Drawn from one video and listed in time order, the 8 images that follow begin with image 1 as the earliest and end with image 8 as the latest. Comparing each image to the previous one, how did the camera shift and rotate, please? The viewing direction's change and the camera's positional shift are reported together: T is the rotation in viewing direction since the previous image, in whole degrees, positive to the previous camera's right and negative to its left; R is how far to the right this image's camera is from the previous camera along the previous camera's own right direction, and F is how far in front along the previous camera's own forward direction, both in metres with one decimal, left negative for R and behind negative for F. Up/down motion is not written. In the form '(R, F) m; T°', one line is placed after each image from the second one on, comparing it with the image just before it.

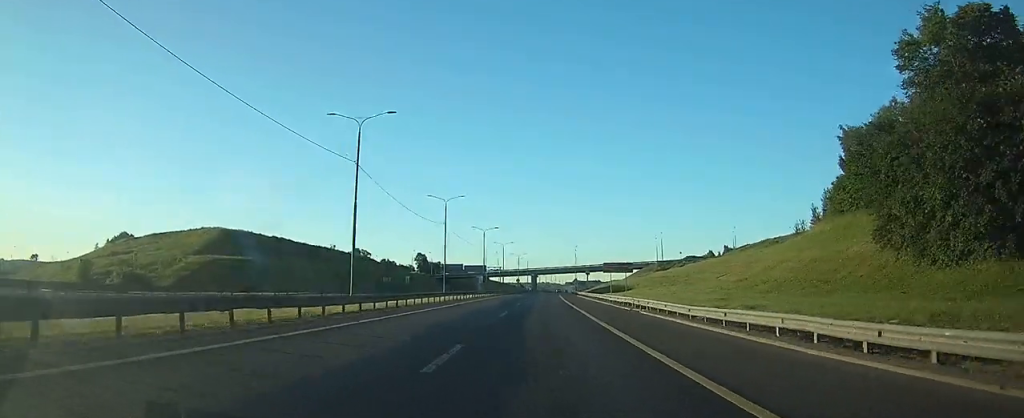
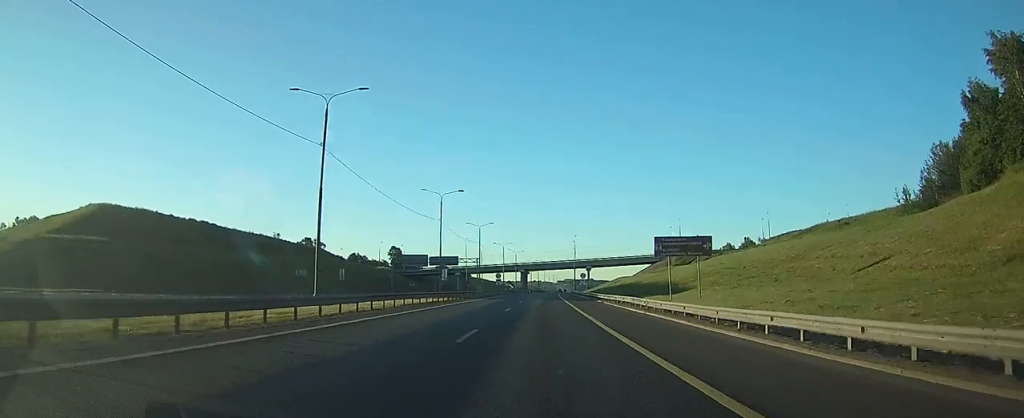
(+0.5, +43.1) m; +1°
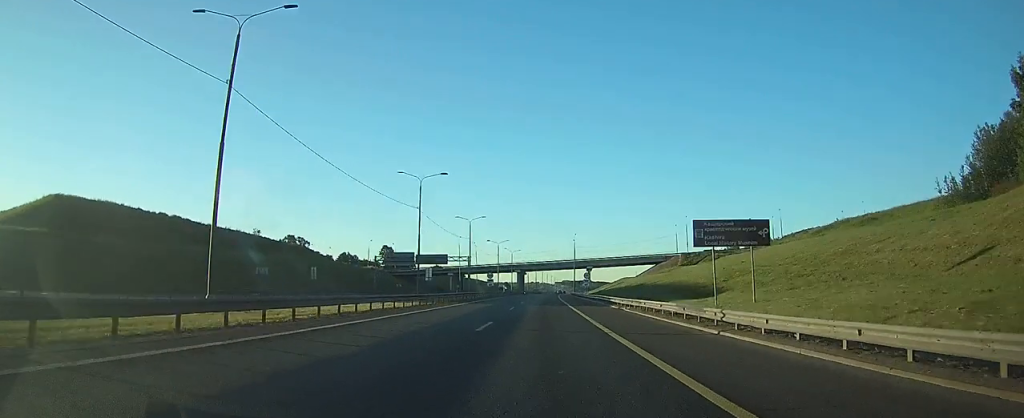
(0.0, +11.7) m; 0°
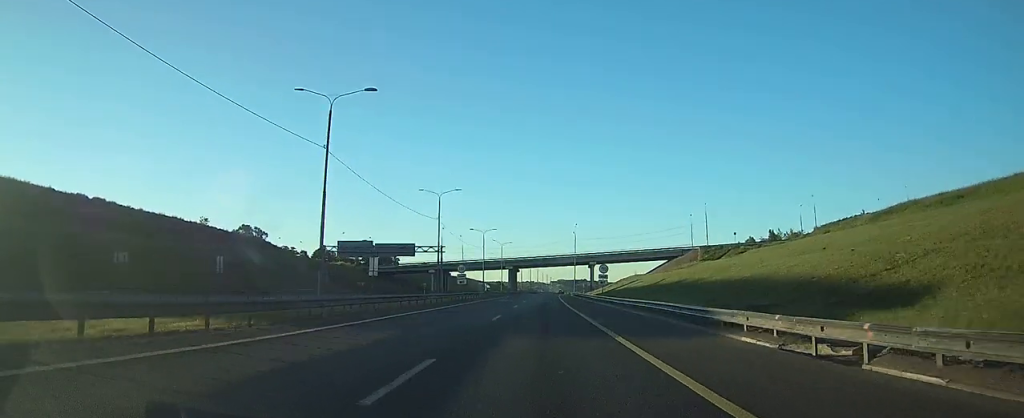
(+0.1, +26.4) m; 0°
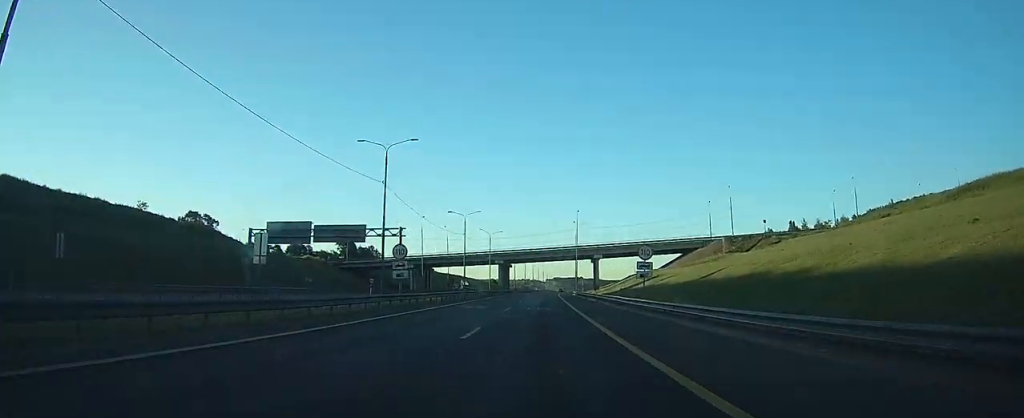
(0.0, +23.8) m; 0°
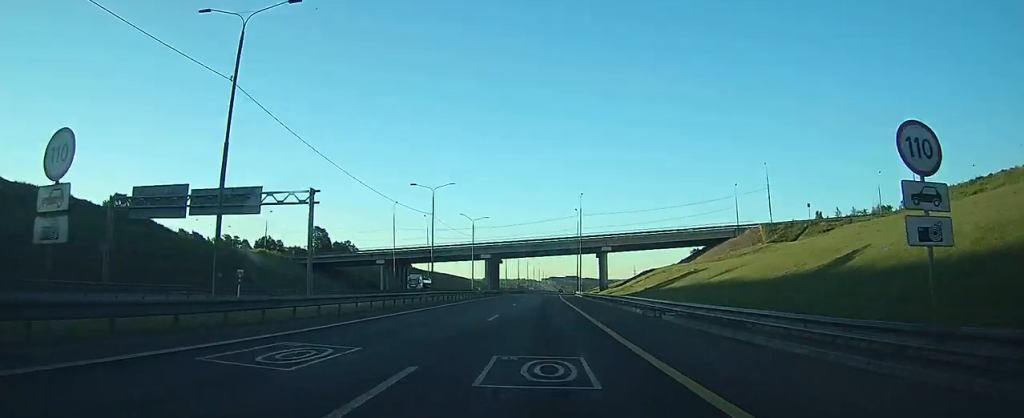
(0.0, +24.7) m; 0°
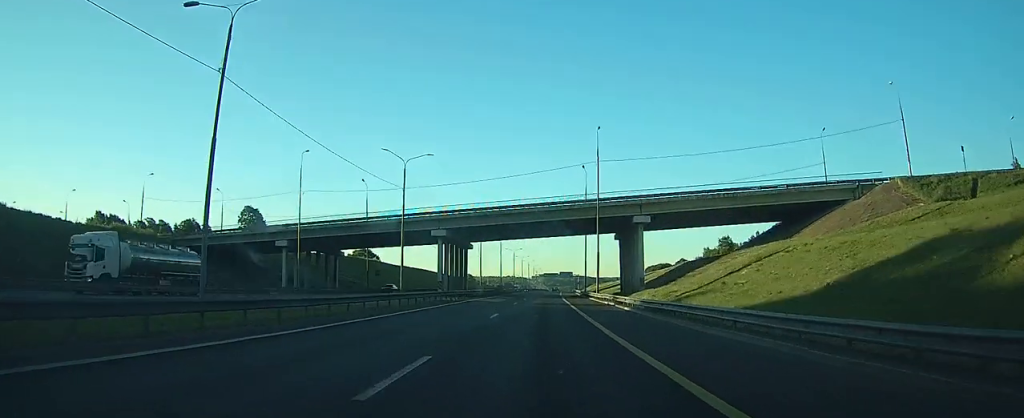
(+0.6, +46.0) m; +1°
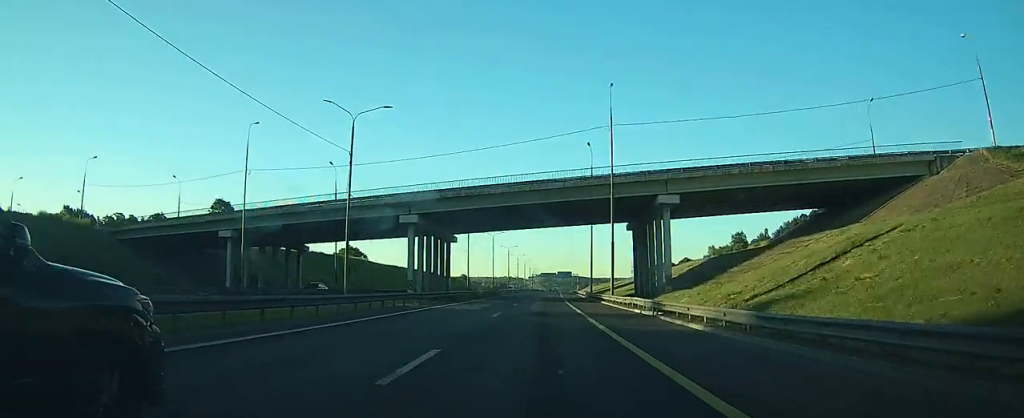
(0.0, +14.8) m; 0°
